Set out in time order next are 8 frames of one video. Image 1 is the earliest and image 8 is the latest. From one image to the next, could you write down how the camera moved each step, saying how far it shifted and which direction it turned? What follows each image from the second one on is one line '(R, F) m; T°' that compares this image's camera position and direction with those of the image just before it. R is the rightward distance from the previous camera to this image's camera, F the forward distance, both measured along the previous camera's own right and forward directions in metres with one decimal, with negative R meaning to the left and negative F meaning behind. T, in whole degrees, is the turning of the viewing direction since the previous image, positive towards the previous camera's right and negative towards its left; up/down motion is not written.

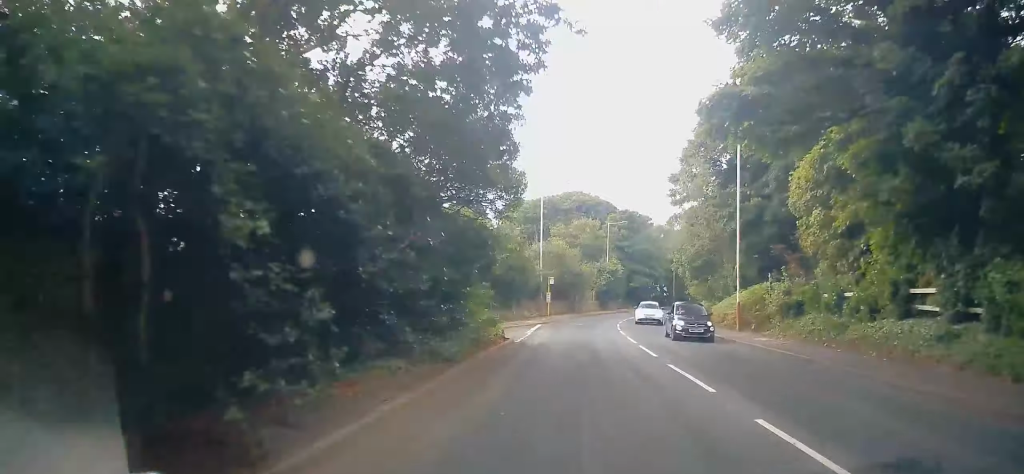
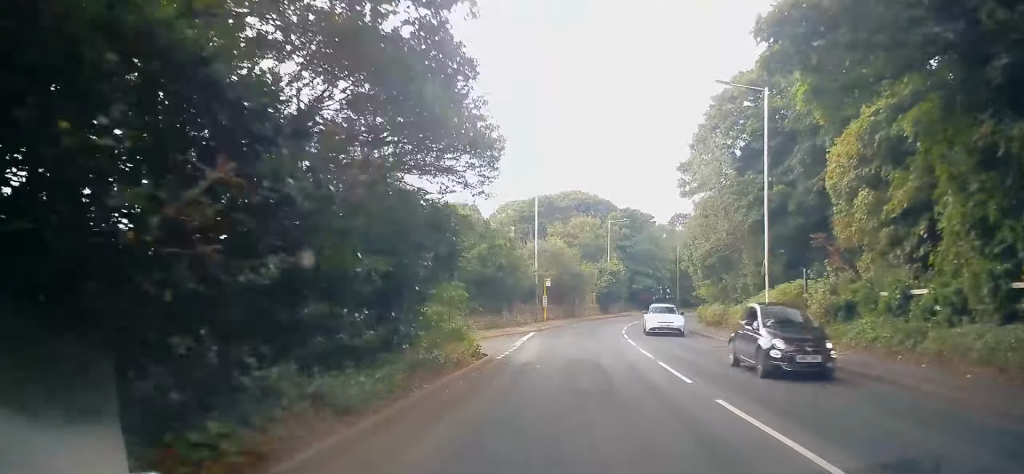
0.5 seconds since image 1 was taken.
(+0.1, +4.6) m; 0°
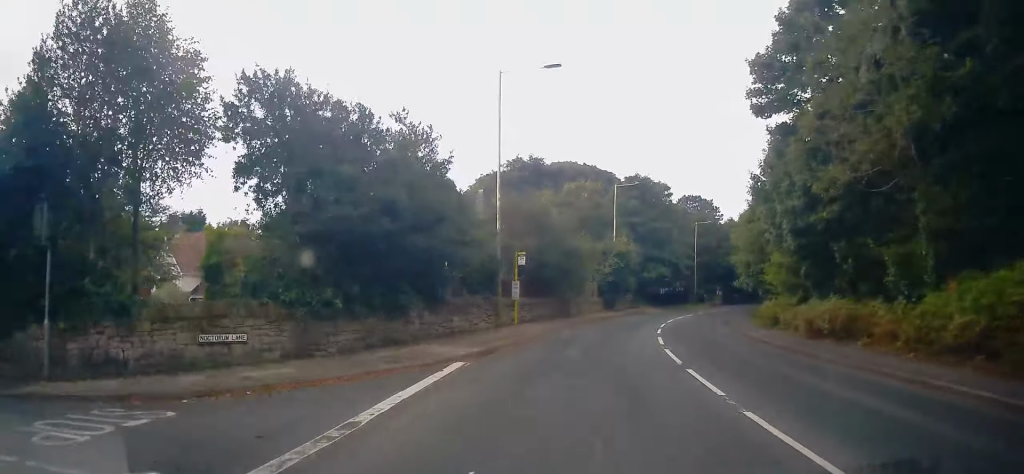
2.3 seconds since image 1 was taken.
(+0.4, +17.5) m; +3°
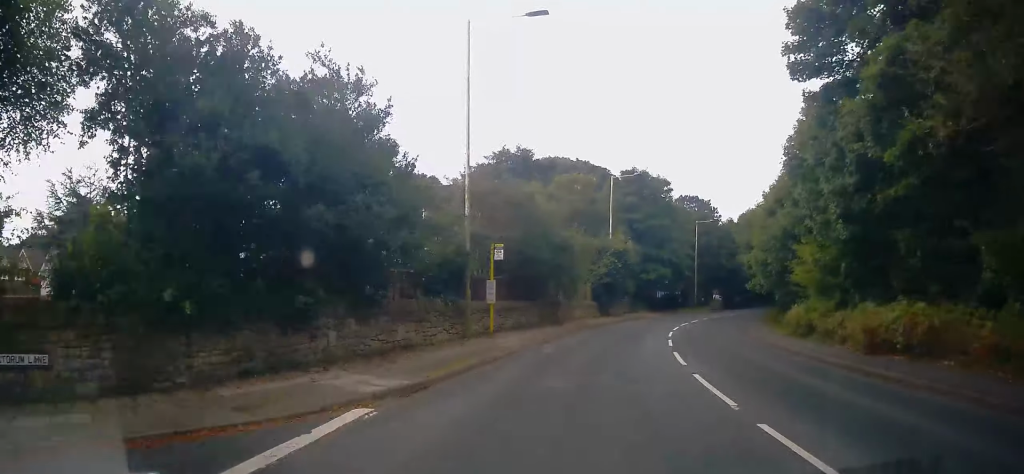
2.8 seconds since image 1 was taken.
(+0.1, +5.1) m; +1°
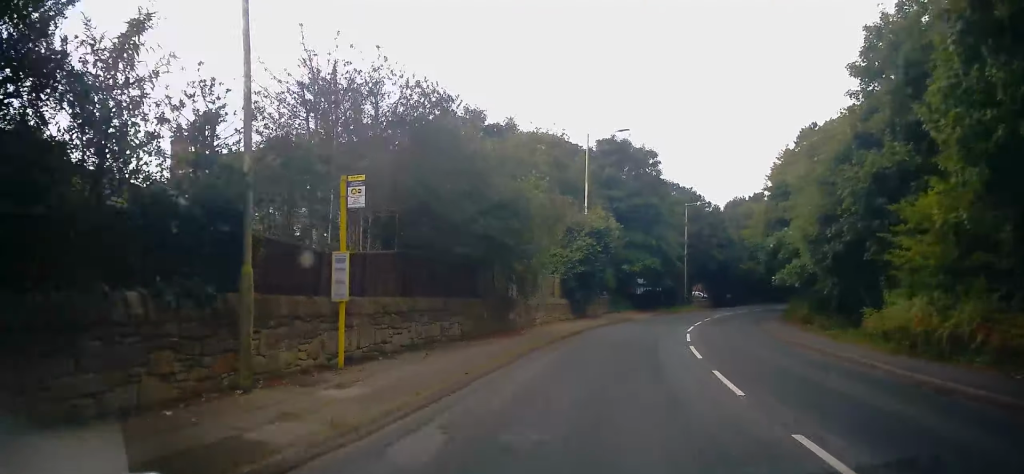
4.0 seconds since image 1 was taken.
(0.0, +11.0) m; +4°
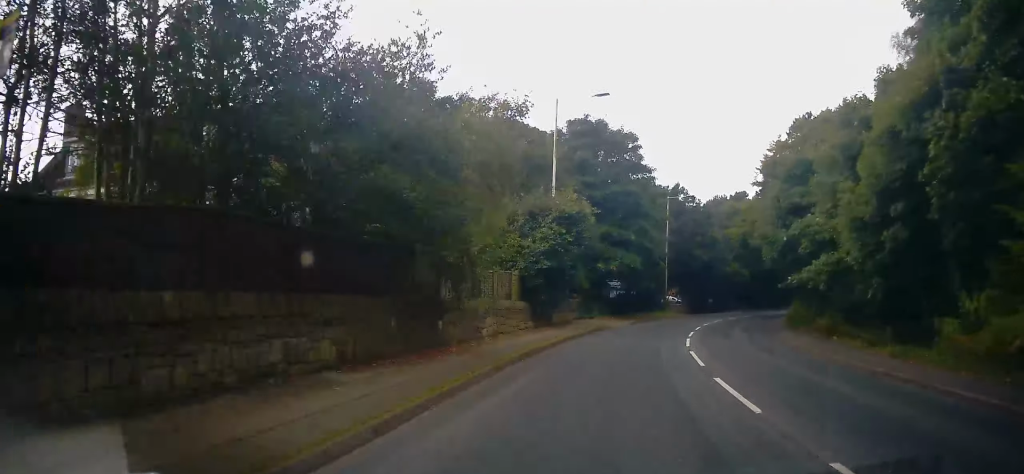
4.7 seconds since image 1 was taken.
(+0.4, +6.5) m; +3°
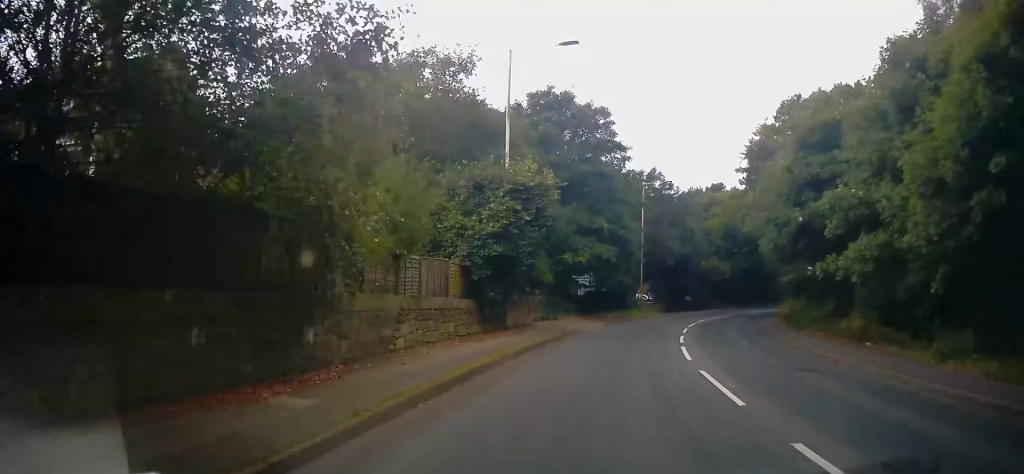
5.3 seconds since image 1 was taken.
(+0.1, +5.5) m; +2°
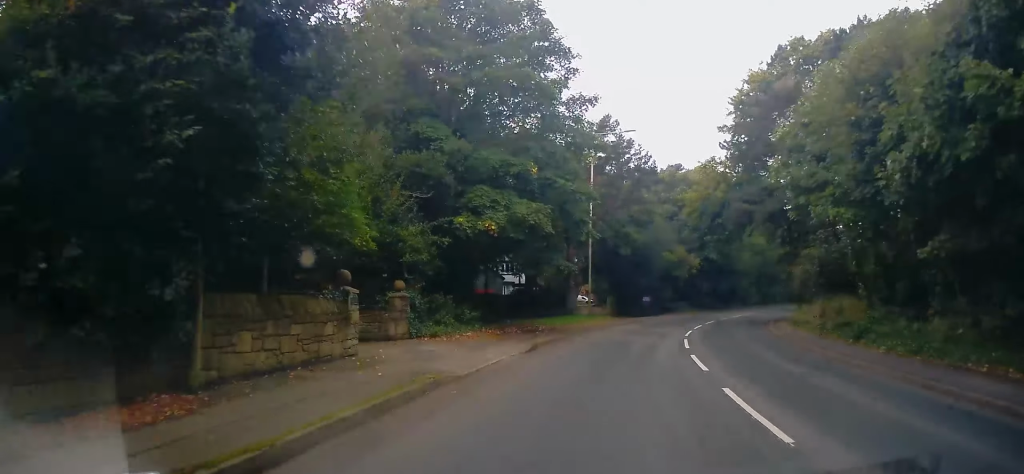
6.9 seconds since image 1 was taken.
(+0.7, +14.7) m; +3°
